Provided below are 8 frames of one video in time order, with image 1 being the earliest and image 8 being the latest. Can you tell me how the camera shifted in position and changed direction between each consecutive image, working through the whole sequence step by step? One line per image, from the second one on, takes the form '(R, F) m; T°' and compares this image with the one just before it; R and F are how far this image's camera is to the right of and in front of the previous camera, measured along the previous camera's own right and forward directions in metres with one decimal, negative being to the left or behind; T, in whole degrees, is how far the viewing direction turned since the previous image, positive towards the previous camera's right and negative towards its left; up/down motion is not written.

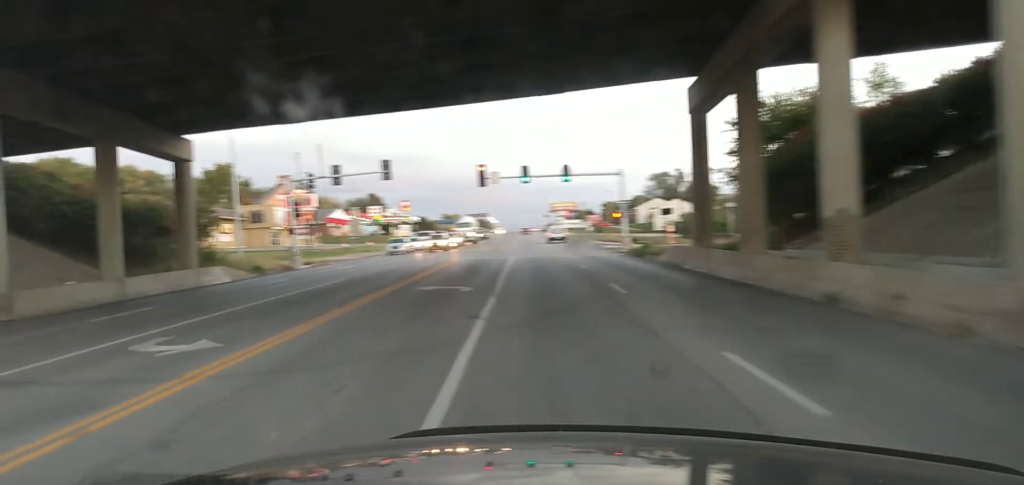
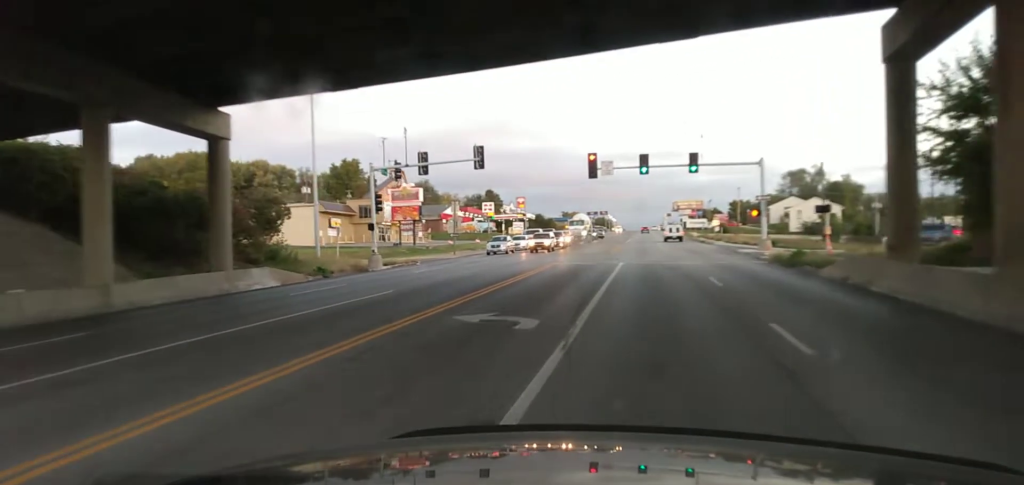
(-1.5, +6.5) m; -14°
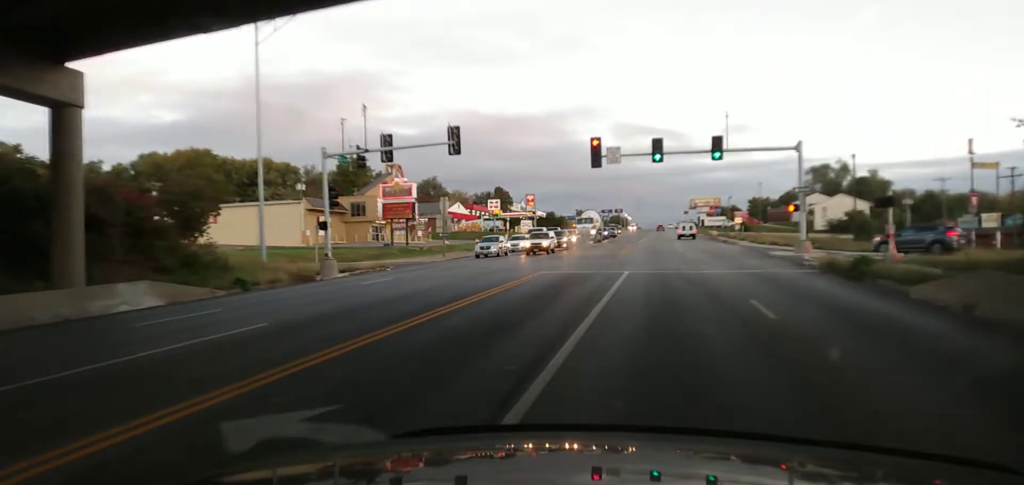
(+0.2, +7.3) m; -6°
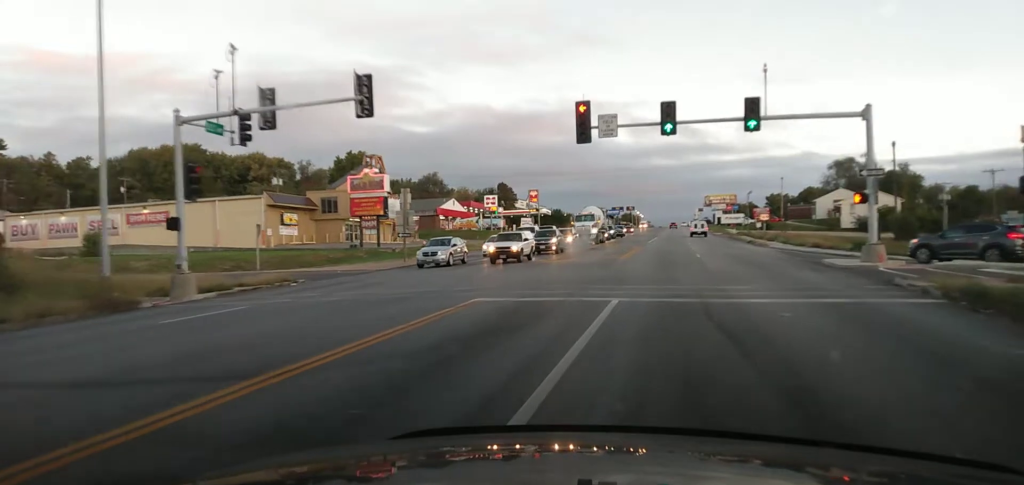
(-0.8, +12.6) m; +2°
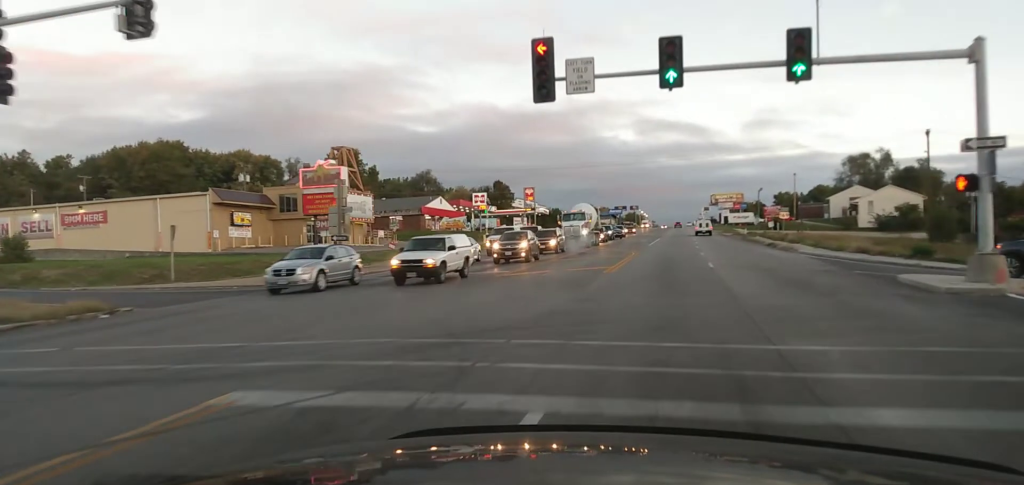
(+1.1, +12.3) m; +5°
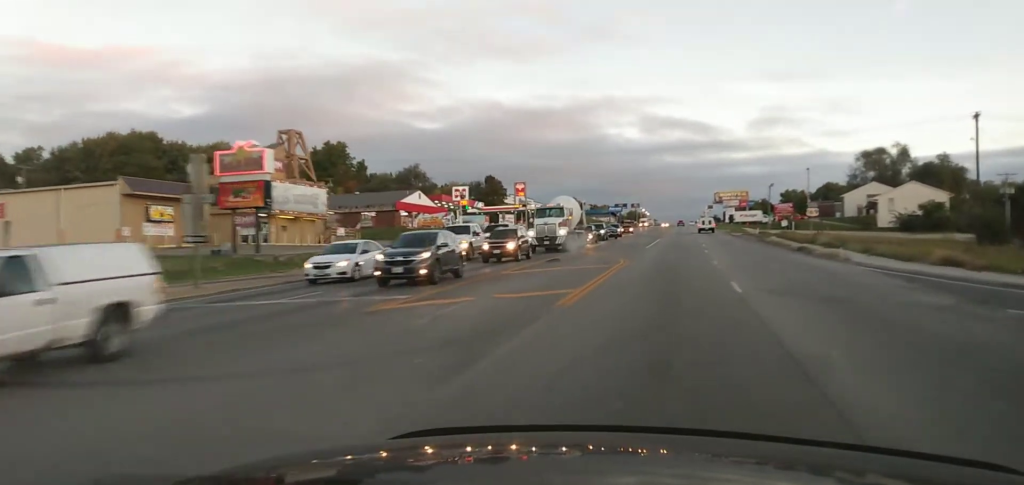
(+0.1, +10.5) m; -2°
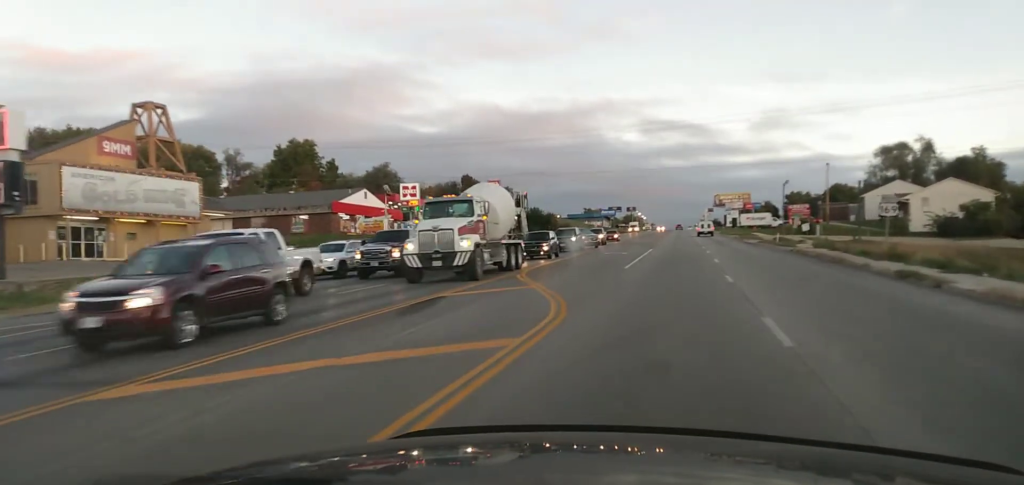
(-0.5, +20.2) m; 0°
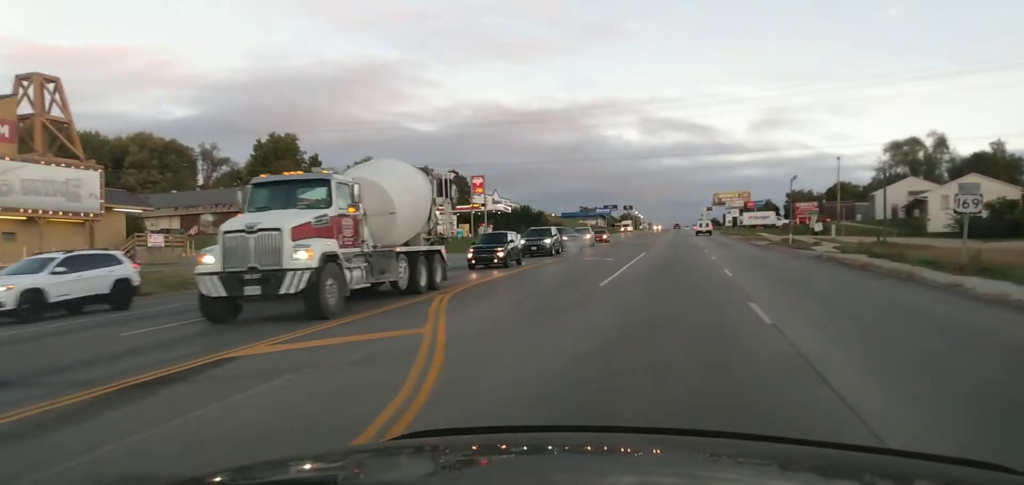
(+0.1, +9.7) m; +1°
